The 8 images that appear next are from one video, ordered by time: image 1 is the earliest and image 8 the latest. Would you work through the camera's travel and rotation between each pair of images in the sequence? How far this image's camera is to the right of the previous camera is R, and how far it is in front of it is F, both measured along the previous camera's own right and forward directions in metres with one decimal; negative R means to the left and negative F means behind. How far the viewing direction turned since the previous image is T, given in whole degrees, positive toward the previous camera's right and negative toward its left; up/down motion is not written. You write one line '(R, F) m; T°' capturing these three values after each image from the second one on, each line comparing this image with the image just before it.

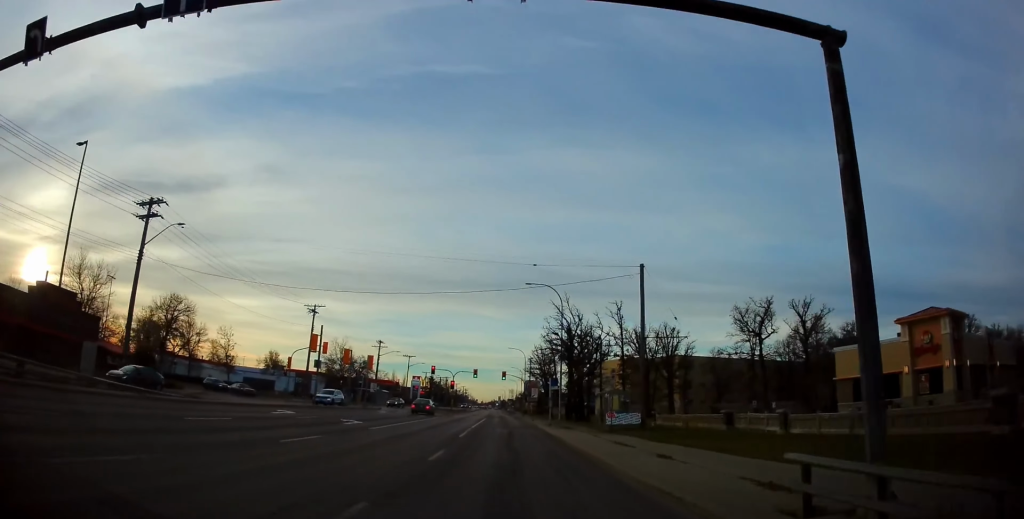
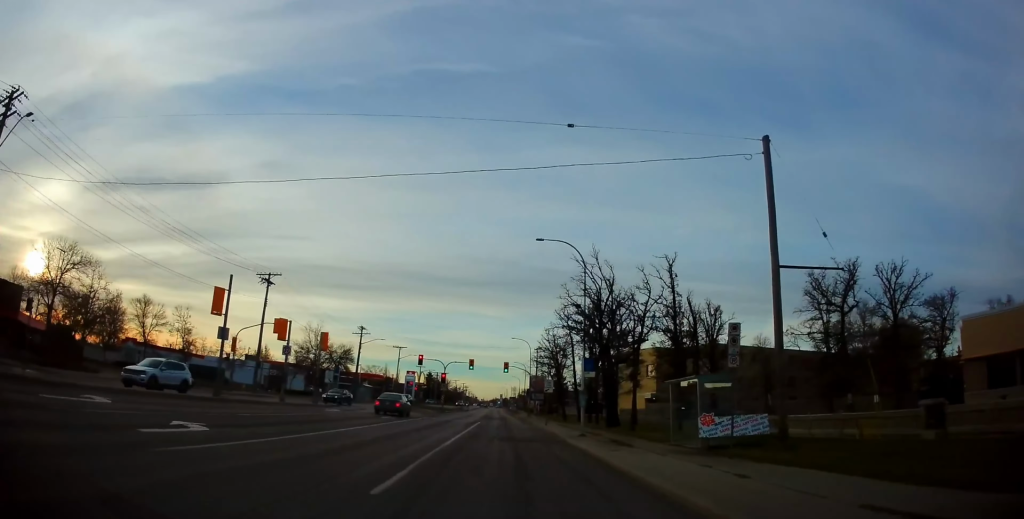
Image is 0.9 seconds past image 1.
(+0.1, +15.0) m; 0°
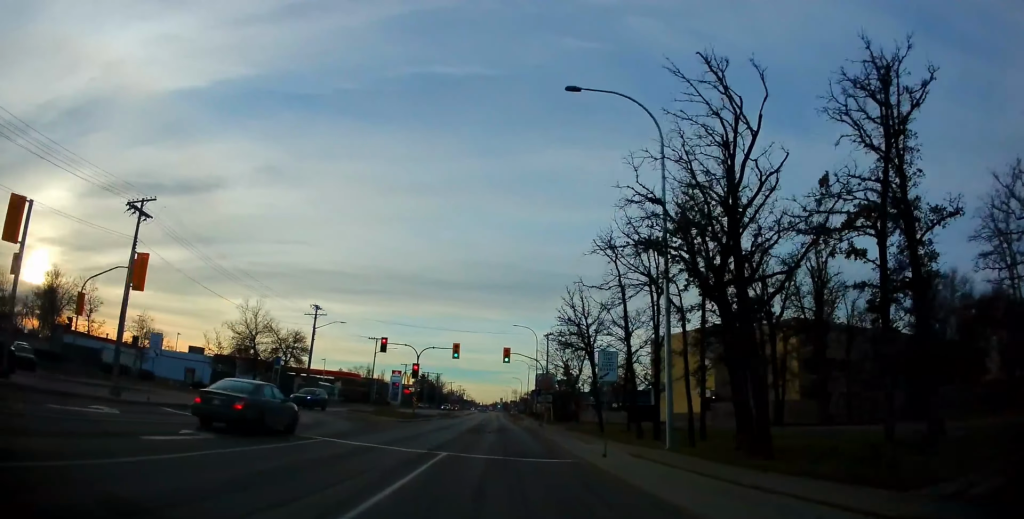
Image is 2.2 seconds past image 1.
(0.0, +22.1) m; -1°
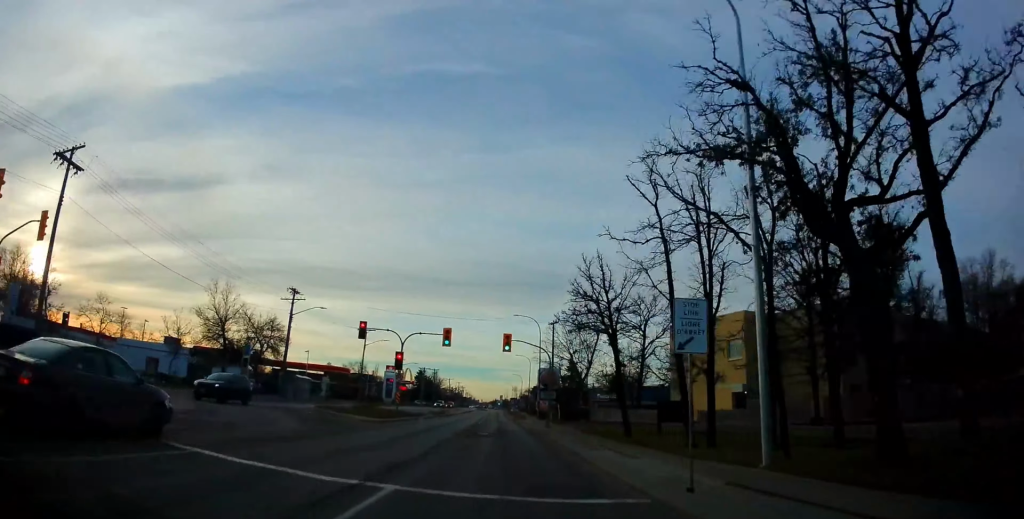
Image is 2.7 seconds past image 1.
(+0.1, +7.6) m; -1°
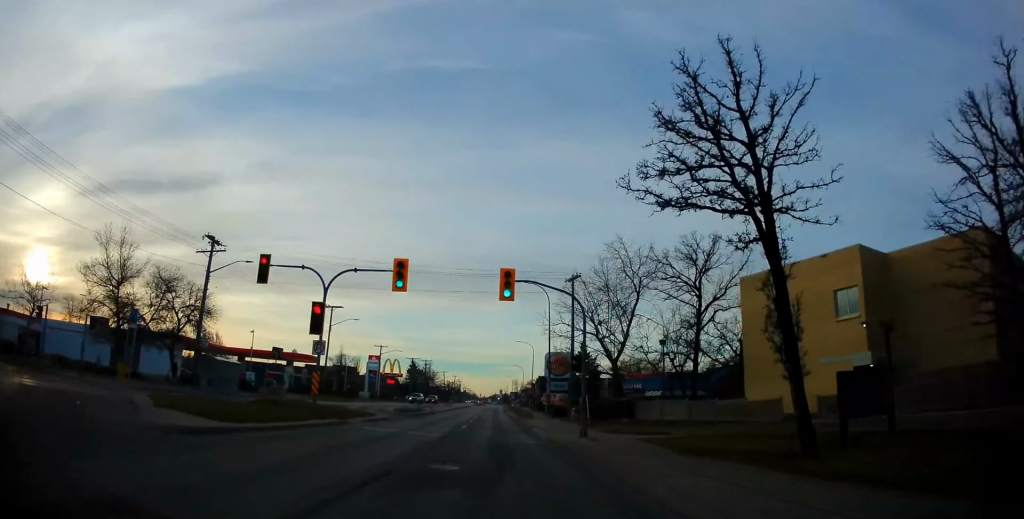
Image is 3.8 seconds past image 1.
(-0.3, +17.9) m; 0°
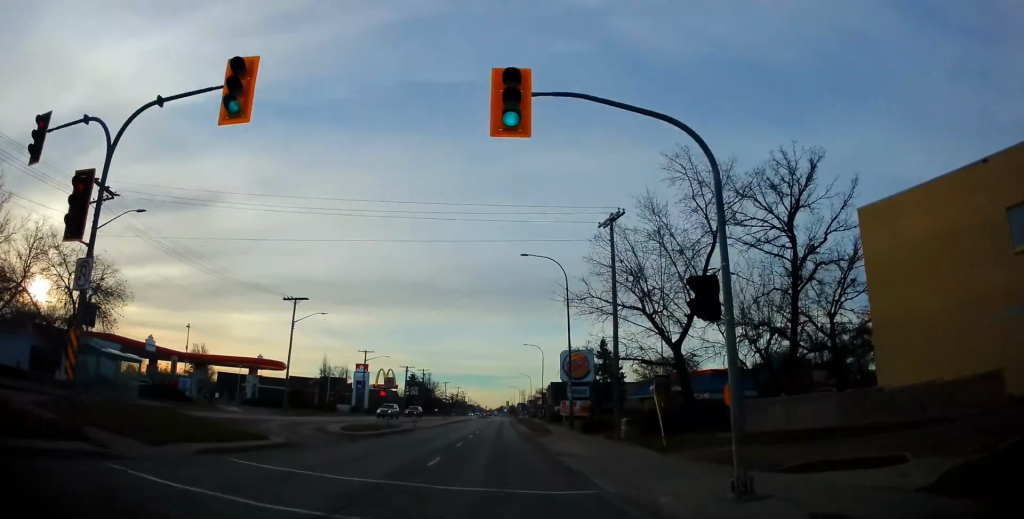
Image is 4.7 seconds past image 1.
(+0.4, +14.7) m; +1°
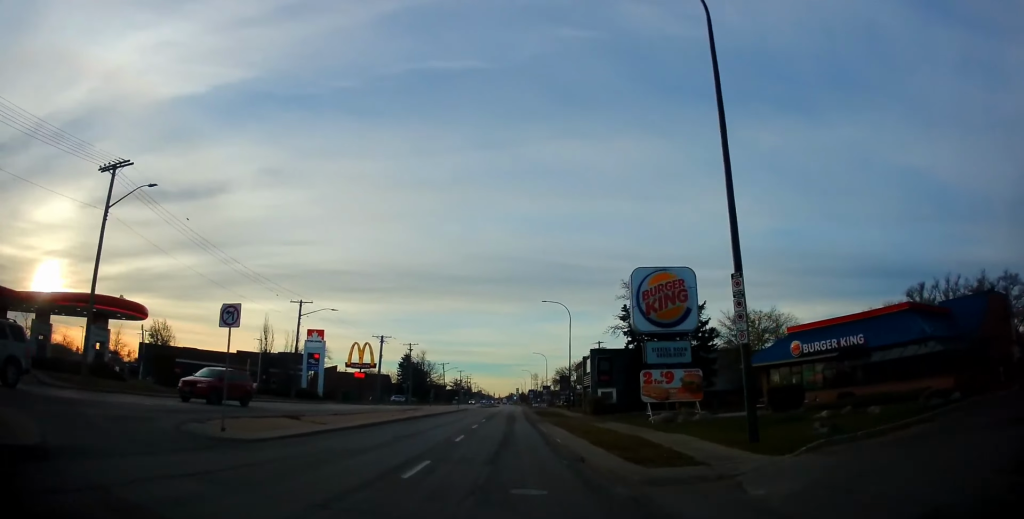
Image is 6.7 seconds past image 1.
(-0.7, +31.9) m; -2°
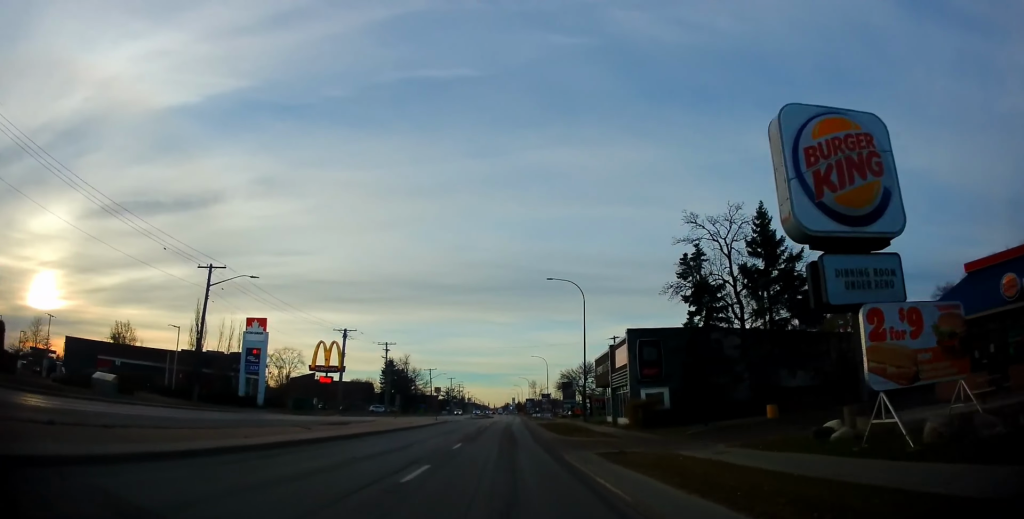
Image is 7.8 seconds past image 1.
(0.0, +18.0) m; +1°
